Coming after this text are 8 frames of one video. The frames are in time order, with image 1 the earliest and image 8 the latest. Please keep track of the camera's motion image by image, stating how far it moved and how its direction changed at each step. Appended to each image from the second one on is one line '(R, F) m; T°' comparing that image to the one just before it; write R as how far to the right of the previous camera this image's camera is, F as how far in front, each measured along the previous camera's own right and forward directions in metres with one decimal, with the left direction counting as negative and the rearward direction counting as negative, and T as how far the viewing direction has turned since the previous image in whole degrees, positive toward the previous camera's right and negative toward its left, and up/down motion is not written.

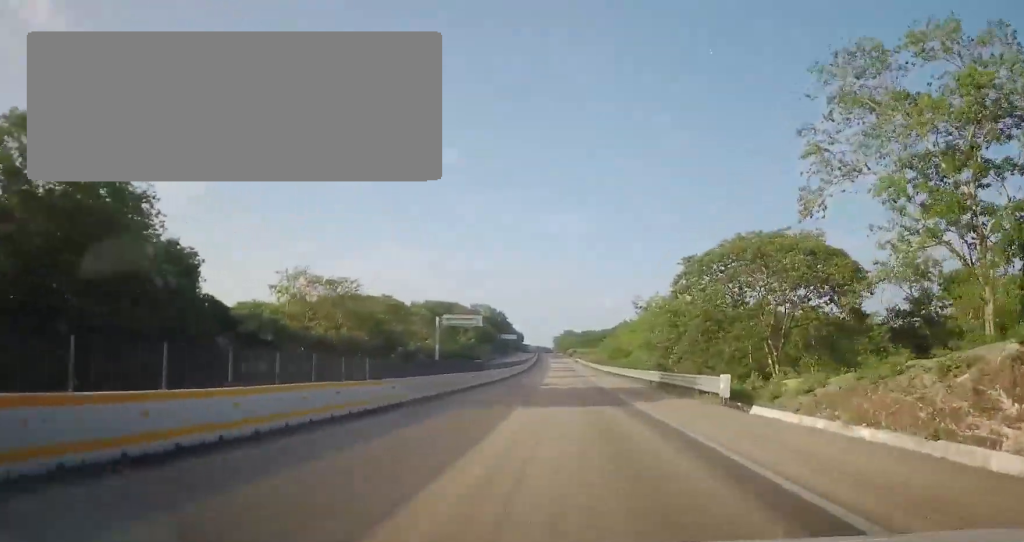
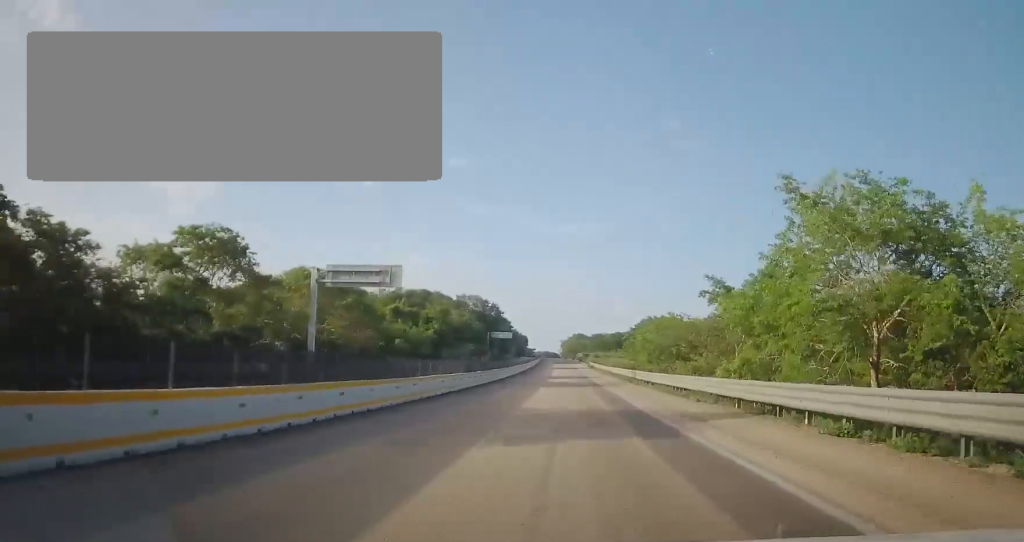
(+0.1, +45.6) m; 0°
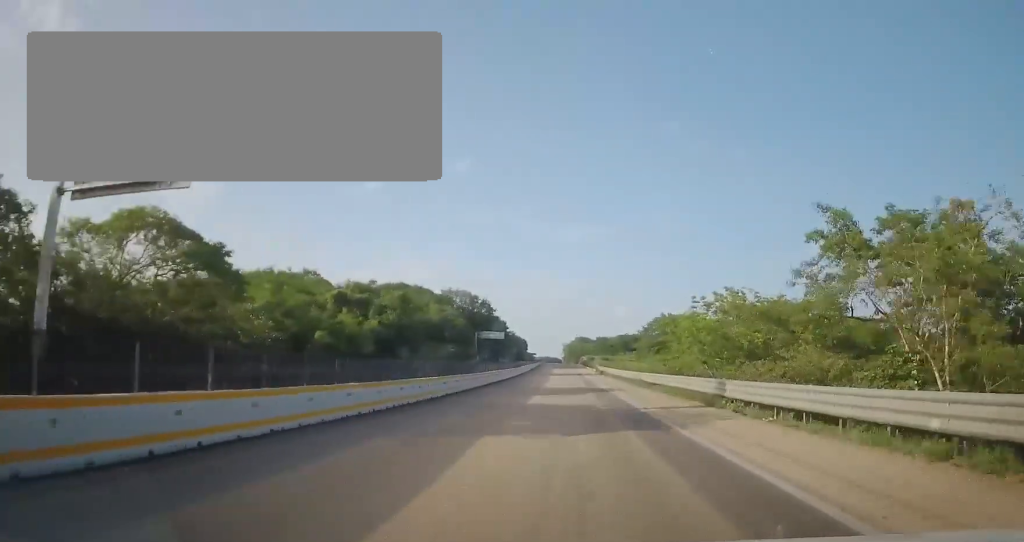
(-0.2, +24.8) m; 0°
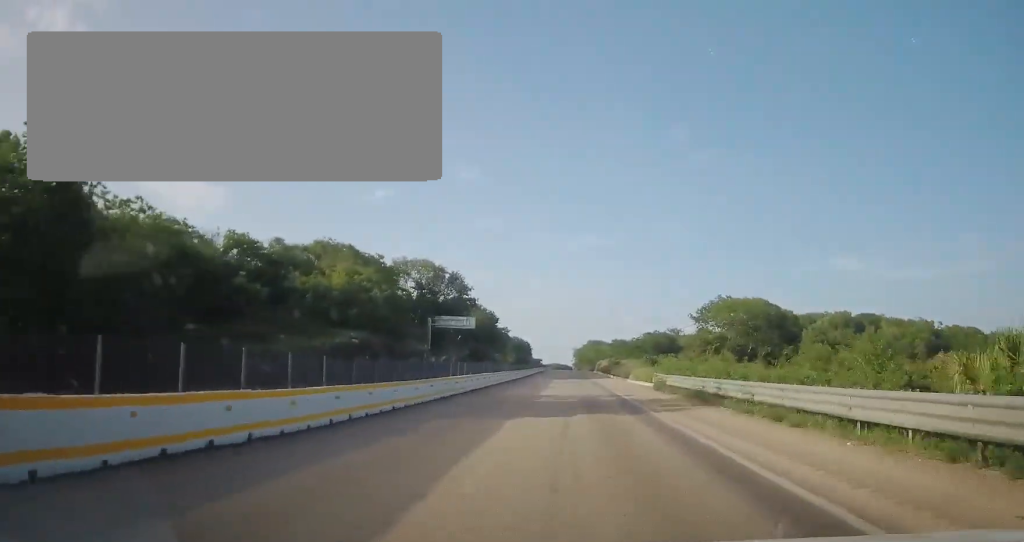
(+0.6, +54.4) m; 0°
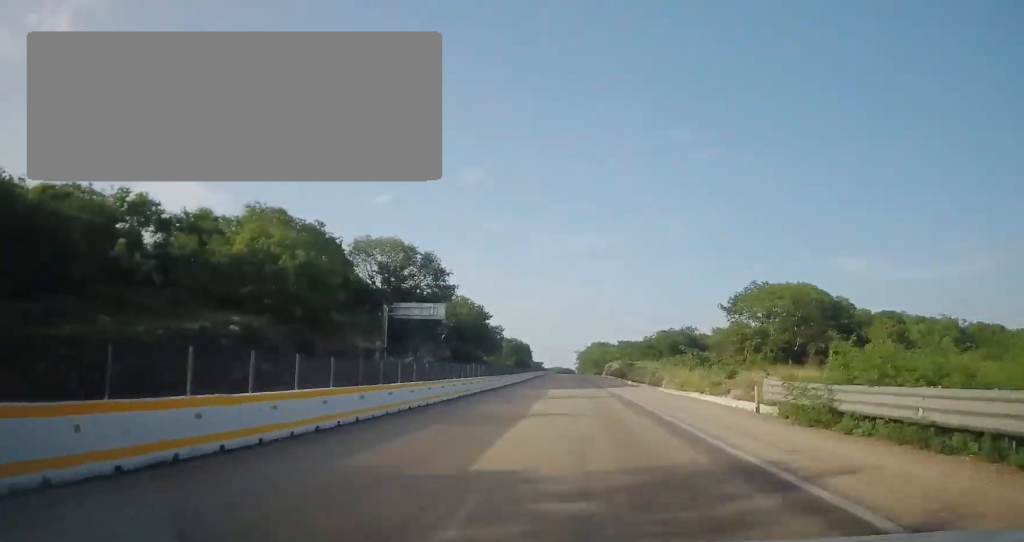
(-0.3, +21.6) m; -1°
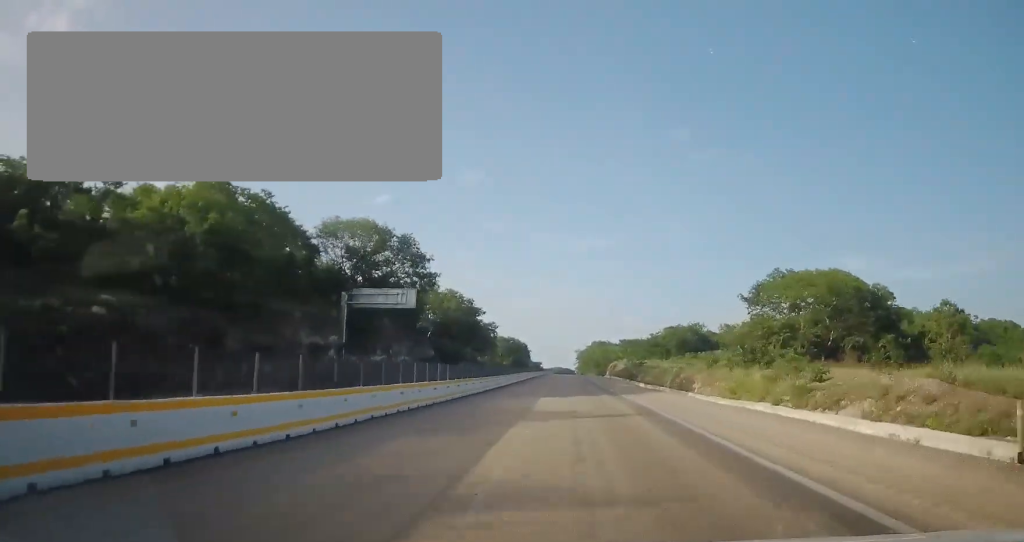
(0.0, +11.7) m; 0°
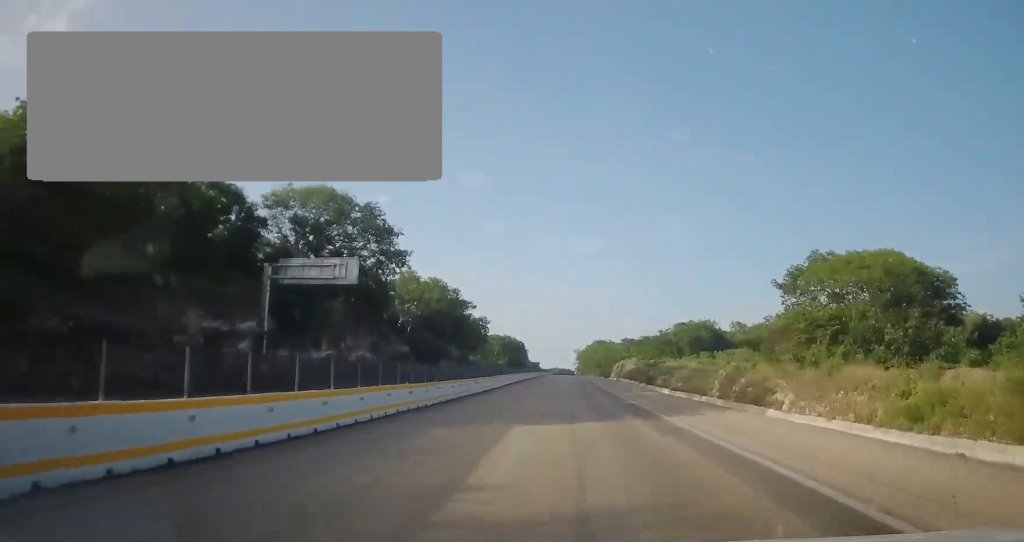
(+0.1, +14.0) m; 0°
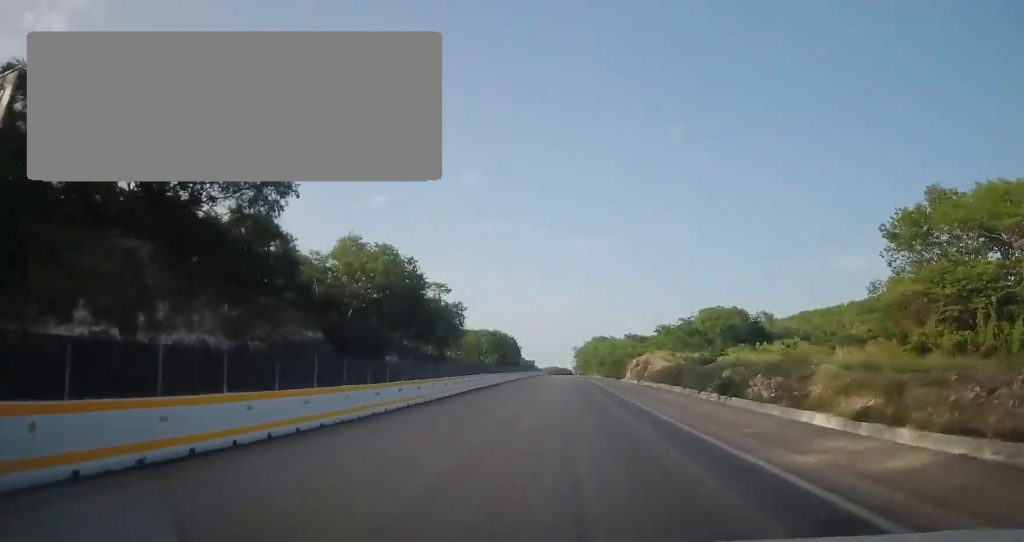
(-0.4, +26.0) m; 0°
